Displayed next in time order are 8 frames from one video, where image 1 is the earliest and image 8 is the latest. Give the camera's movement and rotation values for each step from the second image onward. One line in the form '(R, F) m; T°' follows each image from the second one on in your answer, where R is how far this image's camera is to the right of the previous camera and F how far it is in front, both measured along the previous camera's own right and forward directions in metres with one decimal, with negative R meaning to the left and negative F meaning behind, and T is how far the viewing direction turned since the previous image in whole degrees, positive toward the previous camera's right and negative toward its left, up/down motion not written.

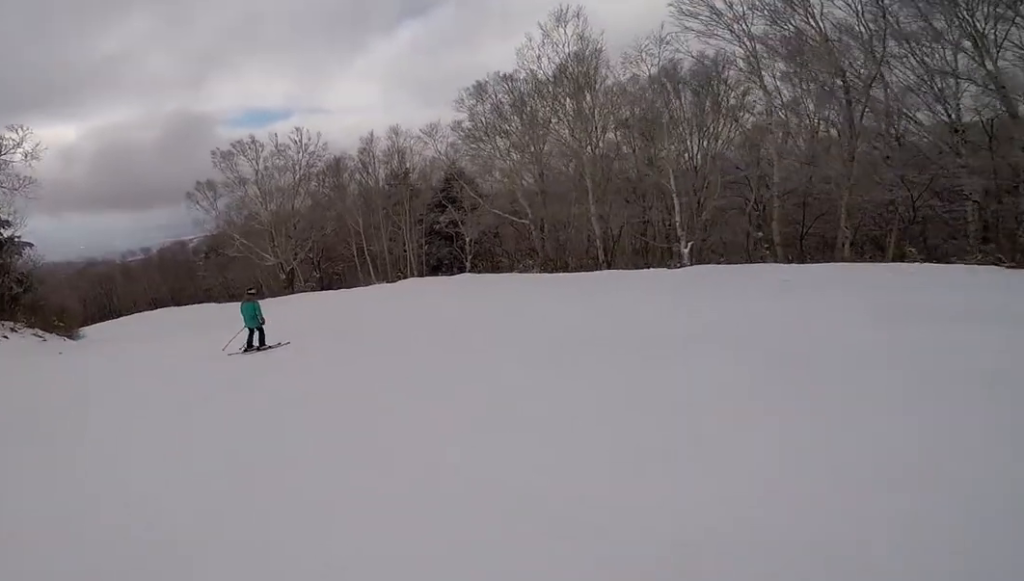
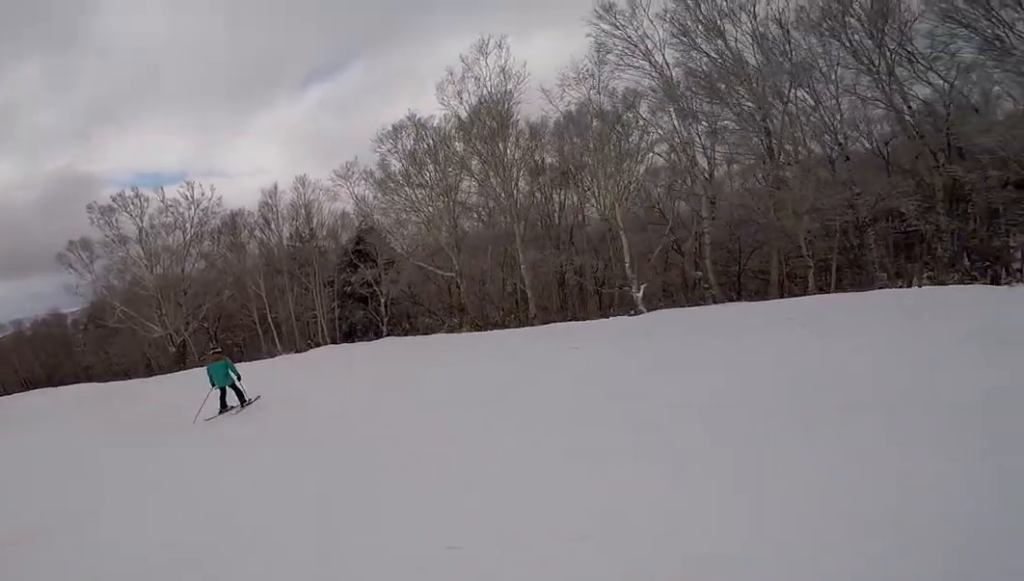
(-0.4, +2.3) m; +13°
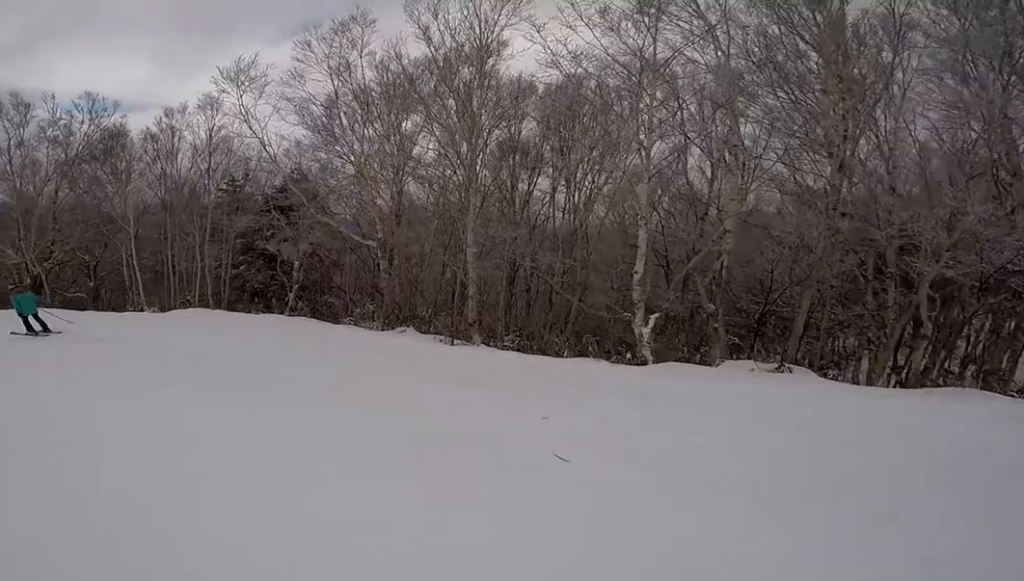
(+1.3, +5.4) m; -10°
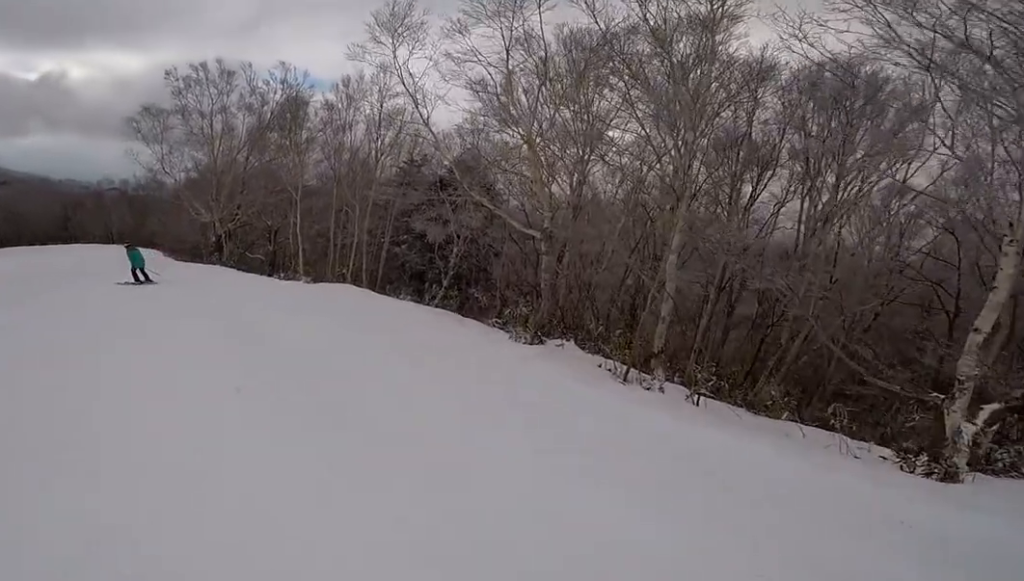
(-0.5, +2.1) m; -24°
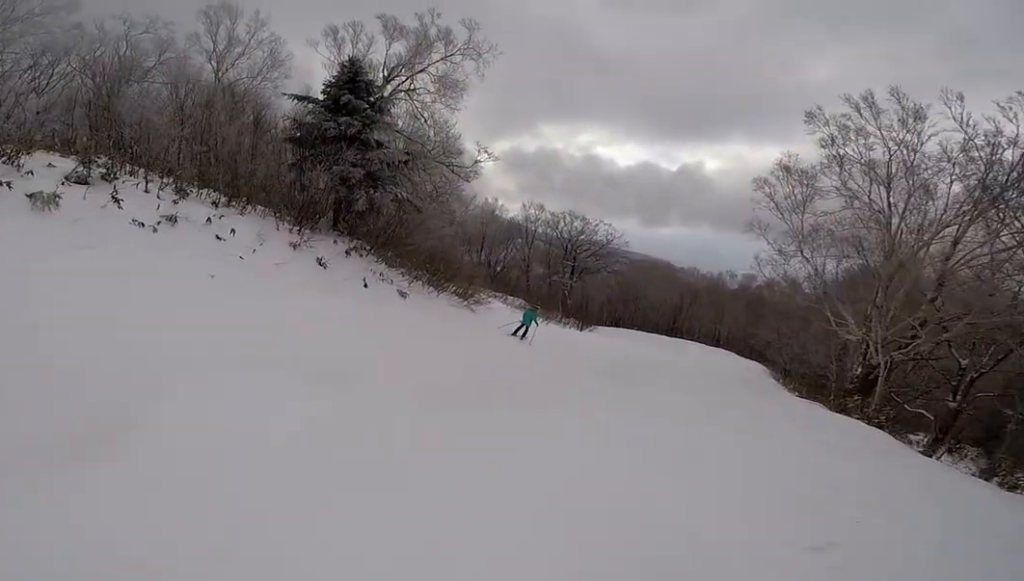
(-2.2, +8.1) m; -33°
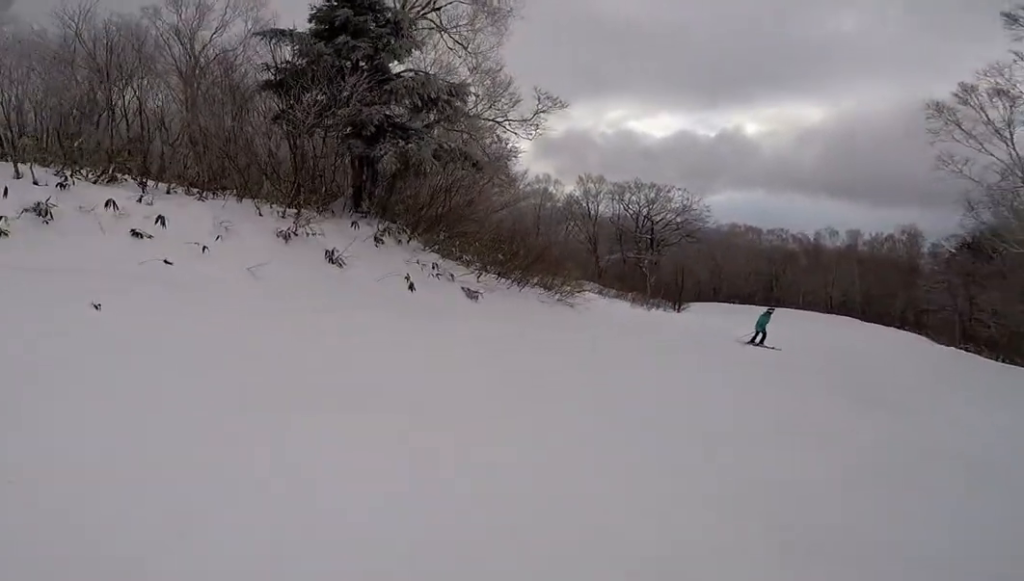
(-1.7, +6.0) m; -10°
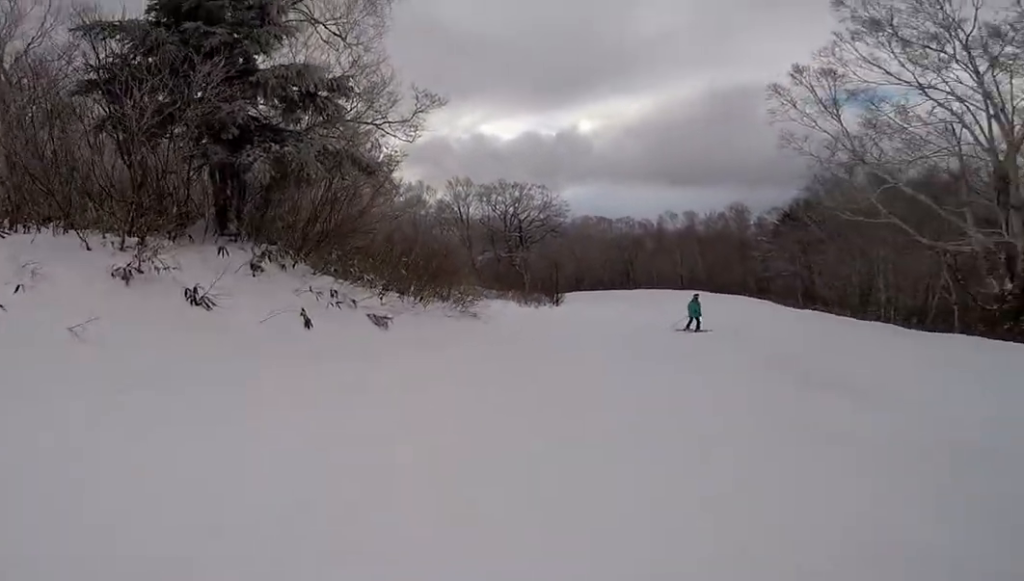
(-0.6, +1.9) m; +8°
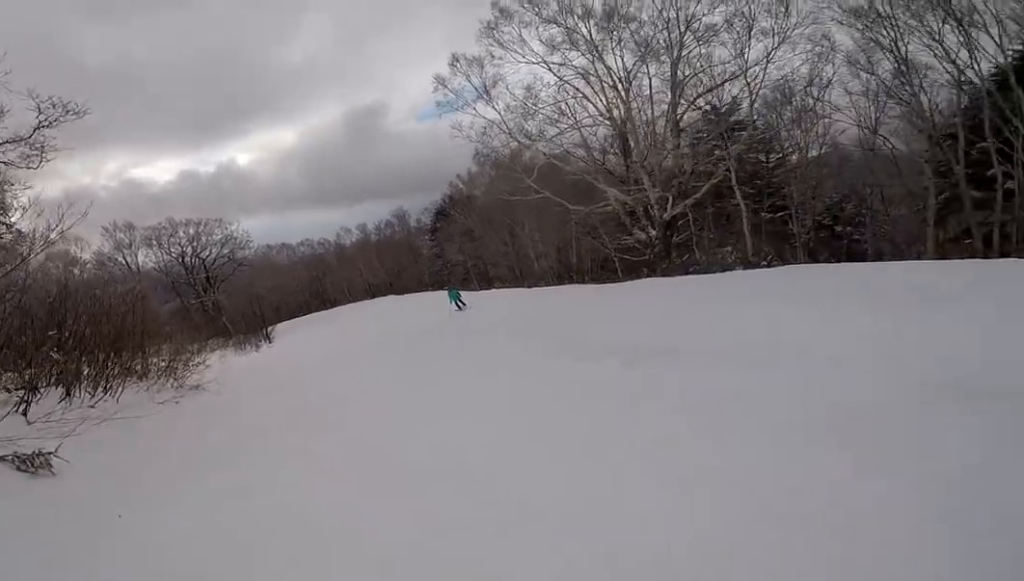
(+1.6, +3.9) m; +40°
